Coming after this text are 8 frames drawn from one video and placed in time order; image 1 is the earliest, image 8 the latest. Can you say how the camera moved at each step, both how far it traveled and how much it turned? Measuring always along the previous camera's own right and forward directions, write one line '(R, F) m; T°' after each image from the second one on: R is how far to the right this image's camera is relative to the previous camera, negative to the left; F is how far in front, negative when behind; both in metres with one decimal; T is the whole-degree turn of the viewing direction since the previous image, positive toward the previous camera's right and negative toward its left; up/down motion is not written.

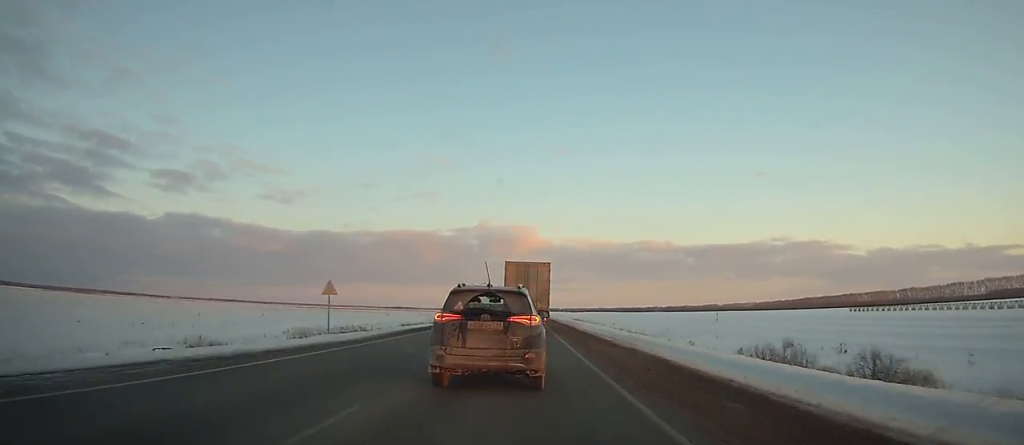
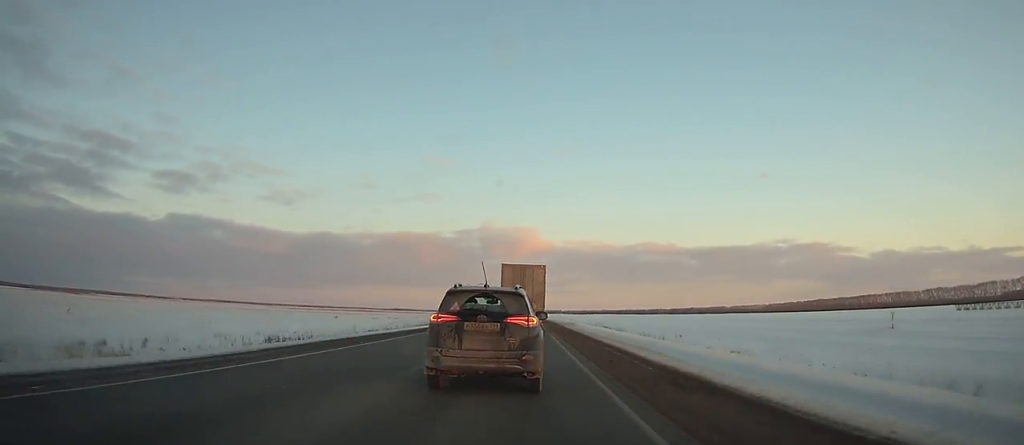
(0.0, +53.7) m; 0°
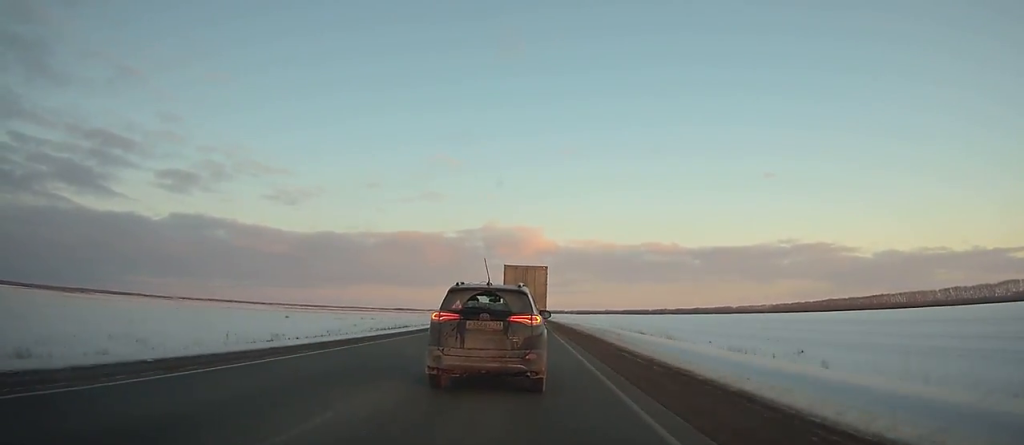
(0.0, +31.2) m; 0°
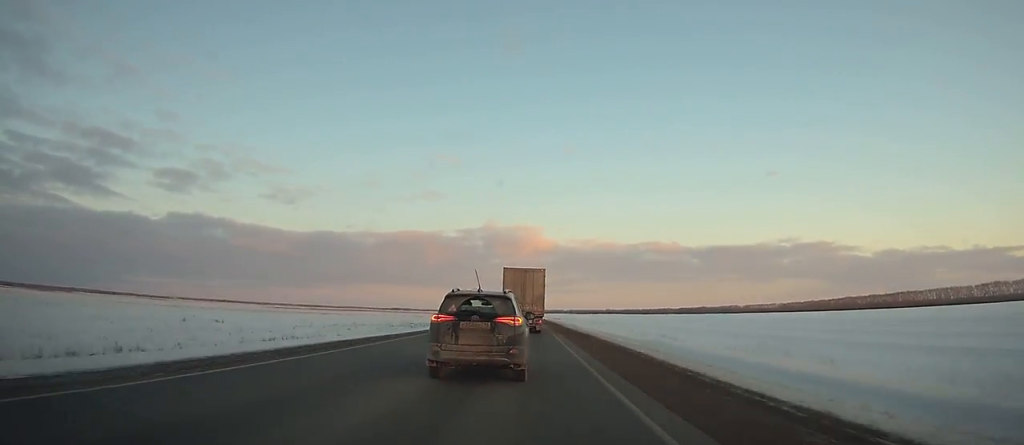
(-0.1, +75.6) m; 0°
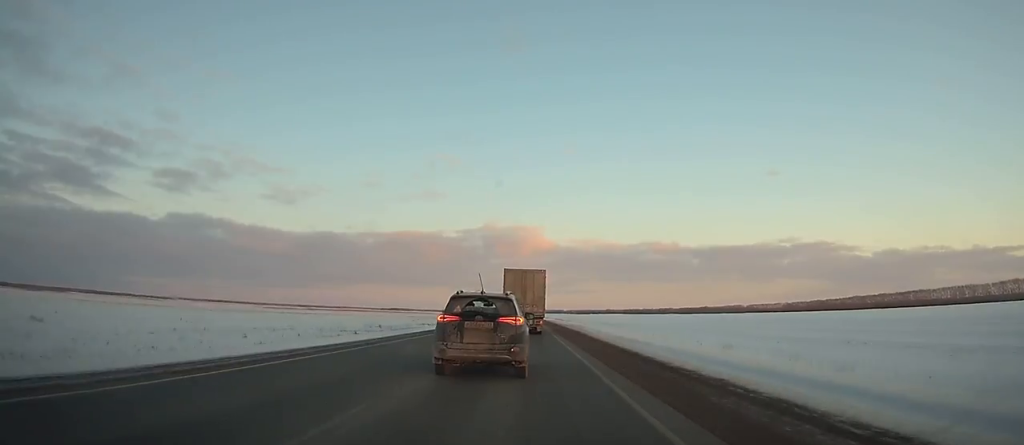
(0.0, +31.2) m; 0°
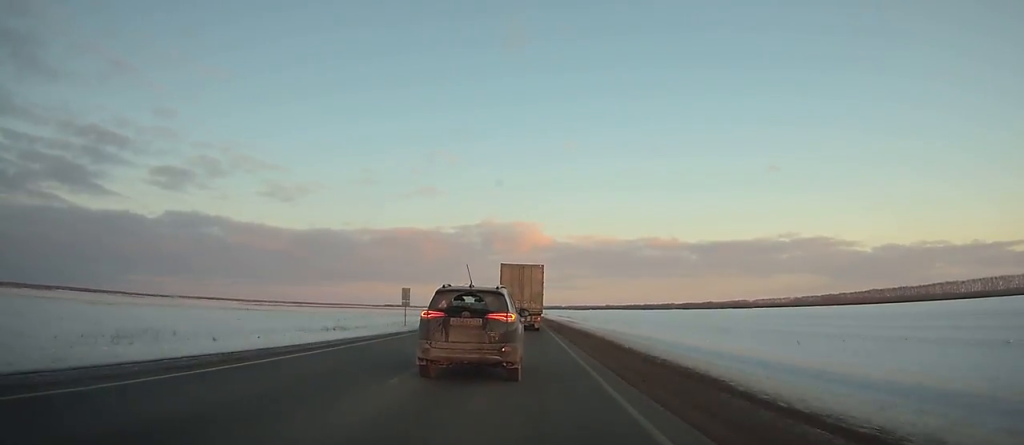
(-0.1, +64.8) m; 0°
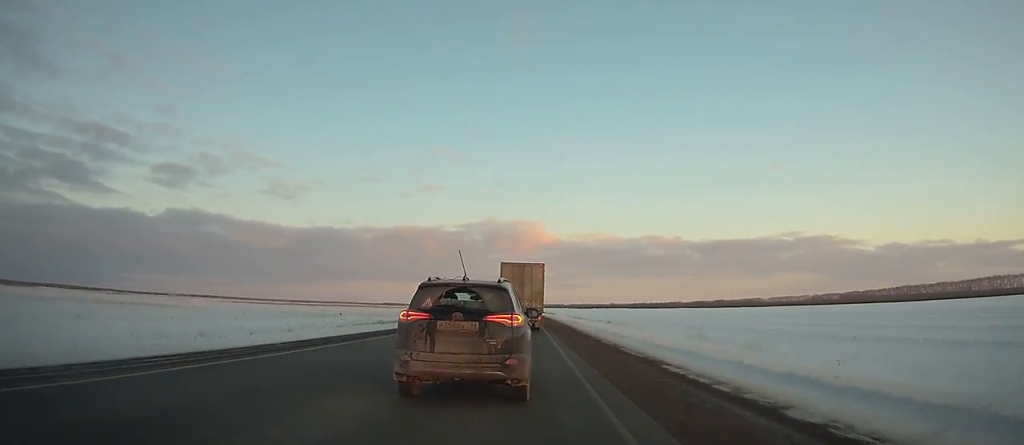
(-0.1, +91.7) m; 0°
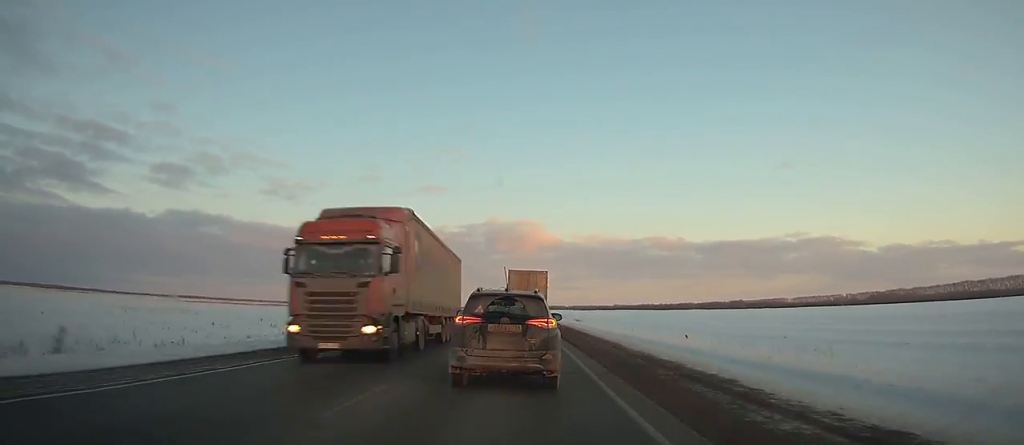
(+0.2, +148.2) m; 0°
